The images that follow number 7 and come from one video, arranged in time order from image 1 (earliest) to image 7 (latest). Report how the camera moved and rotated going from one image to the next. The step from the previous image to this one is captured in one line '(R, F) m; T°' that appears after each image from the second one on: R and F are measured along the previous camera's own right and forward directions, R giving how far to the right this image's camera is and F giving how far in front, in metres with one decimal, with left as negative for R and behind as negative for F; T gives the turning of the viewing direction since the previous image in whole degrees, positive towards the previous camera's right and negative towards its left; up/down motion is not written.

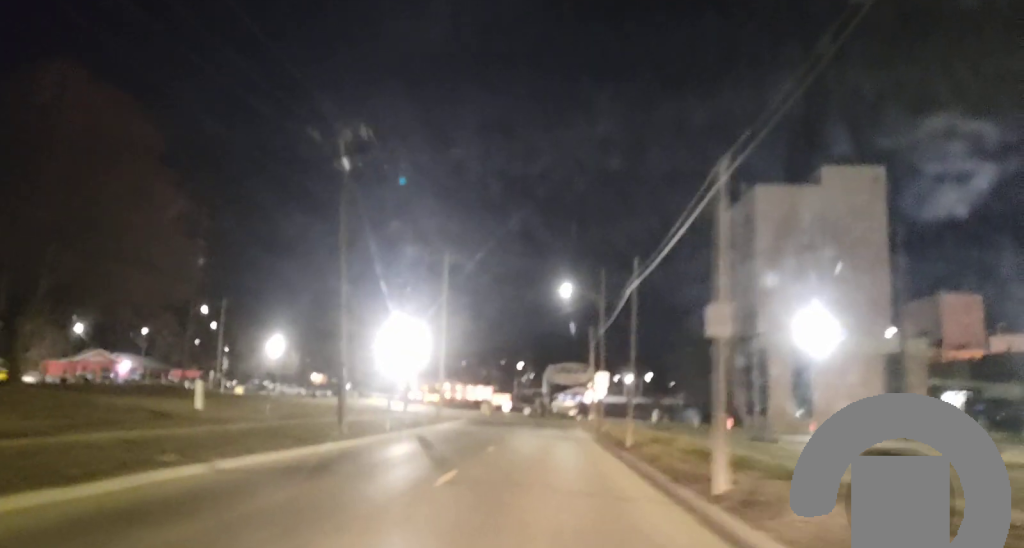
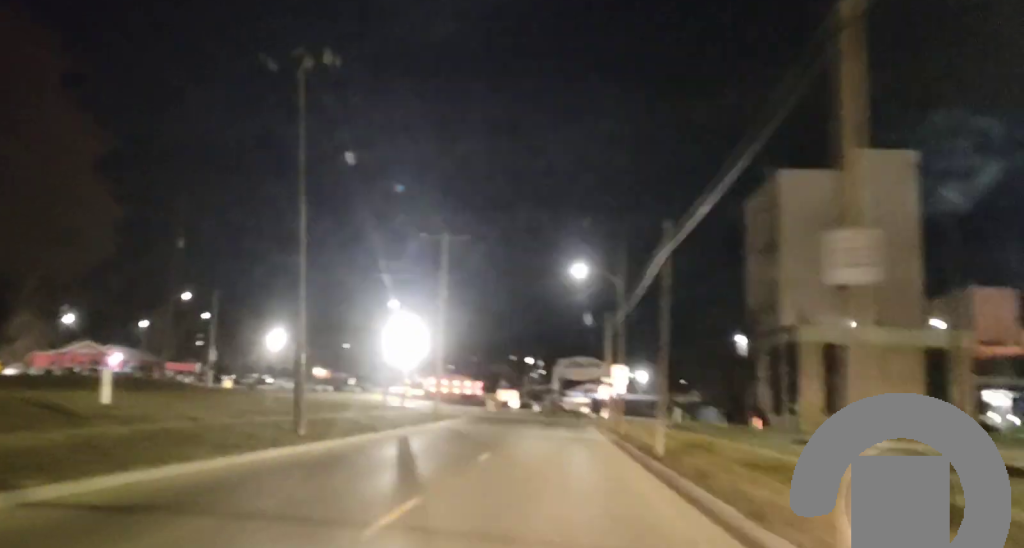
(+0.1, +5.9) m; +1°
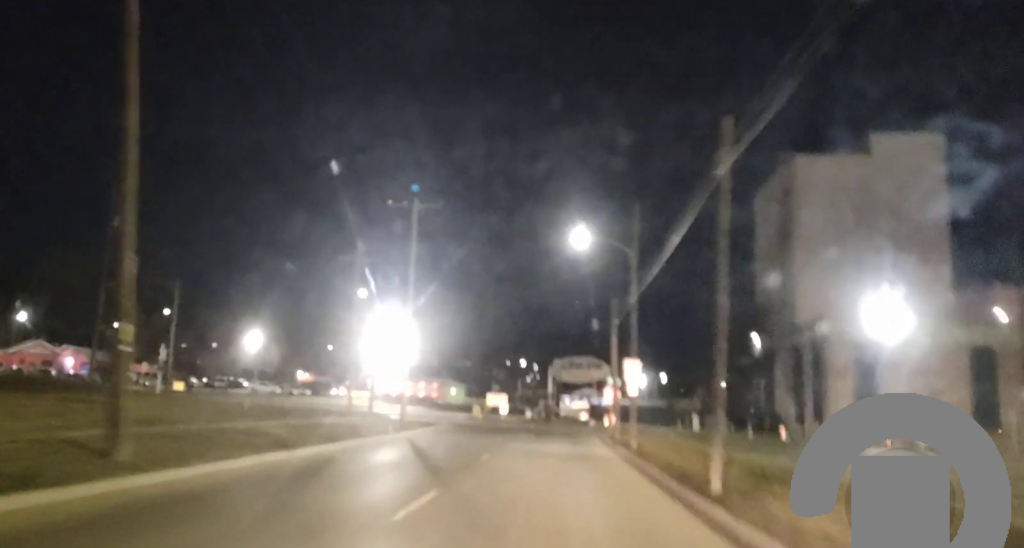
(+0.2, +10.4) m; 0°
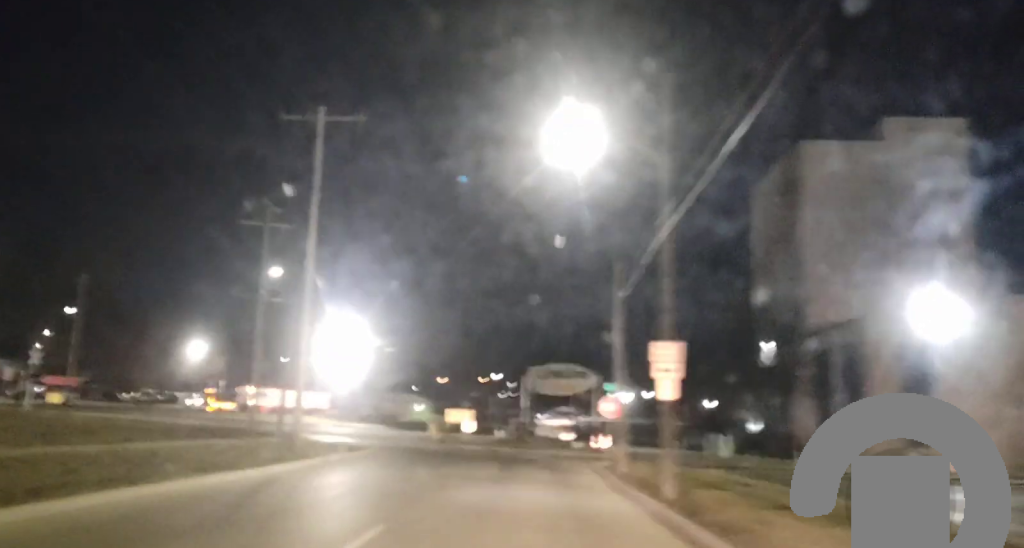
(-0.3, +15.1) m; -1°
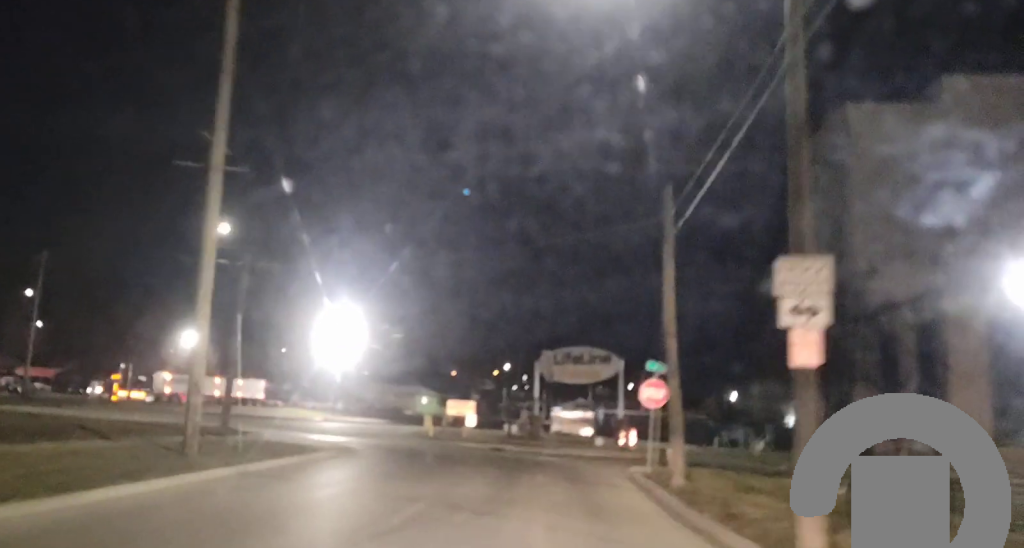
(0.0, +9.5) m; +1°
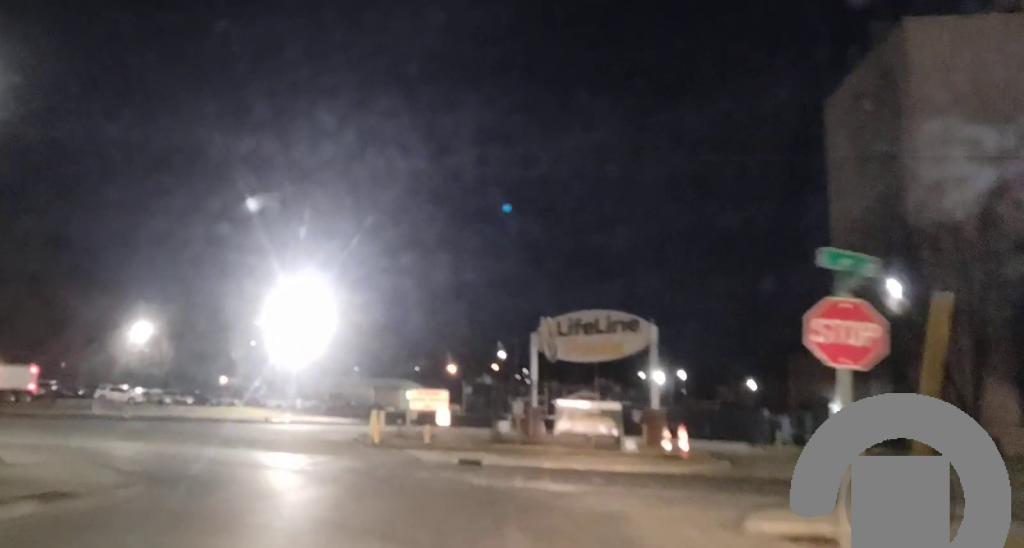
(-0.1, +16.8) m; -3°
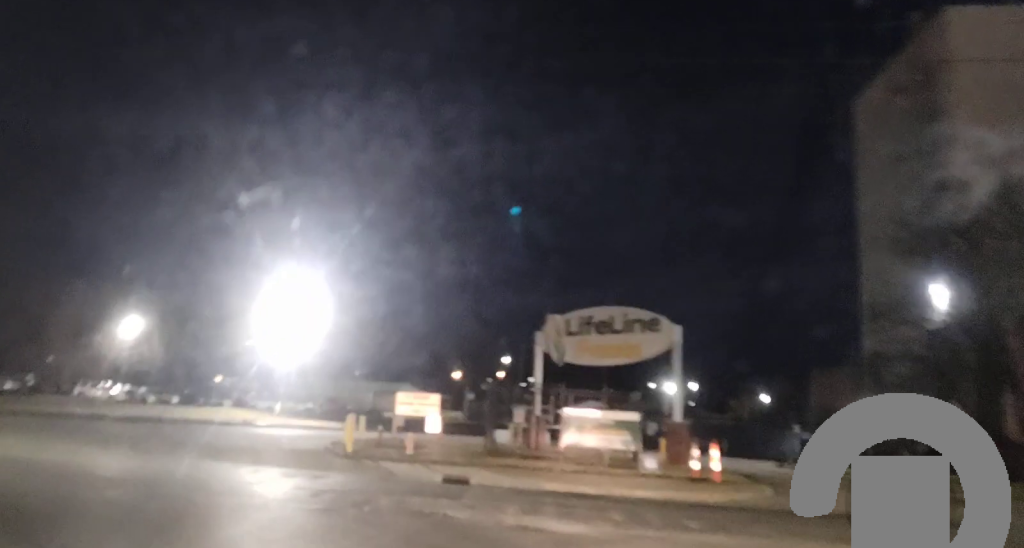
(0.0, +4.8) m; -2°
